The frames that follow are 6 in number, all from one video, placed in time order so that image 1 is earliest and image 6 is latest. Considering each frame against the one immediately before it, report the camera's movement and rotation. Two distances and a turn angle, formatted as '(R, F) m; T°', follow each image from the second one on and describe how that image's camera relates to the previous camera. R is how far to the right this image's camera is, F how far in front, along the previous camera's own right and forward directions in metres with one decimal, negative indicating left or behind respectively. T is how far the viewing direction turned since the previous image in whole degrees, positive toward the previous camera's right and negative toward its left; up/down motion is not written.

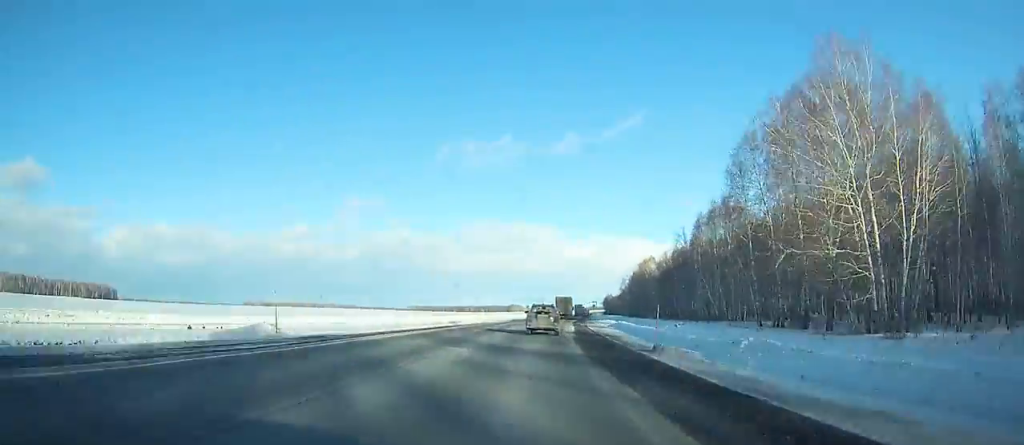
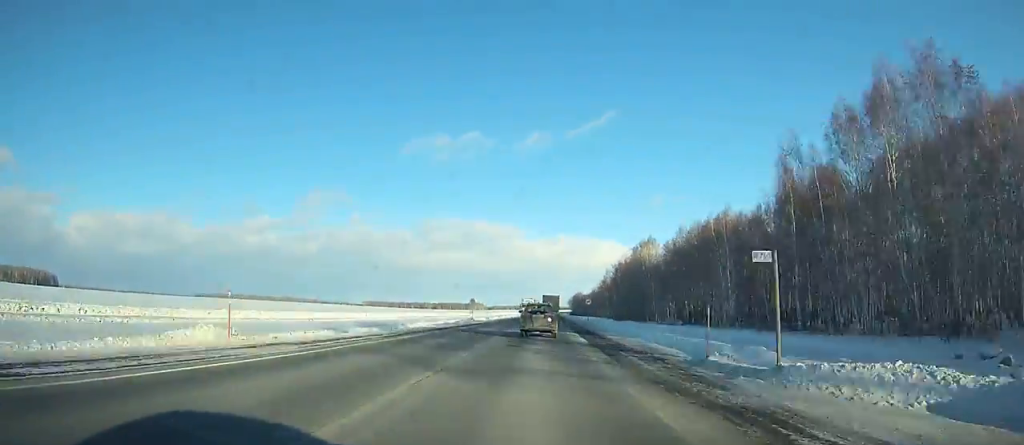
(+2.1, +52.7) m; +4°
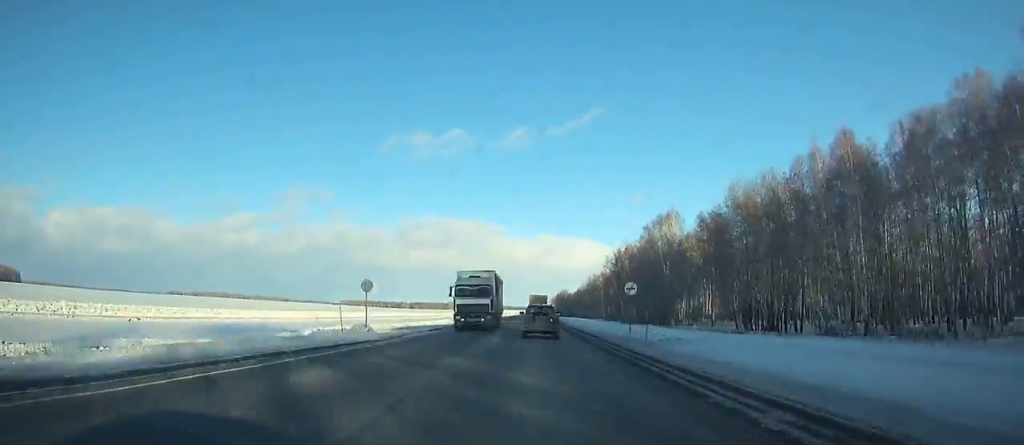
(+1.0, +40.6) m; +2°
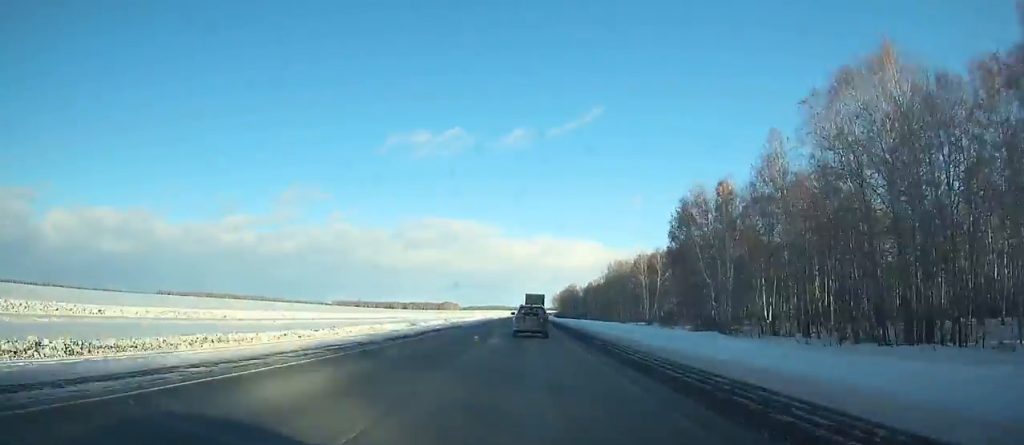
(+1.3, +69.4) m; +1°
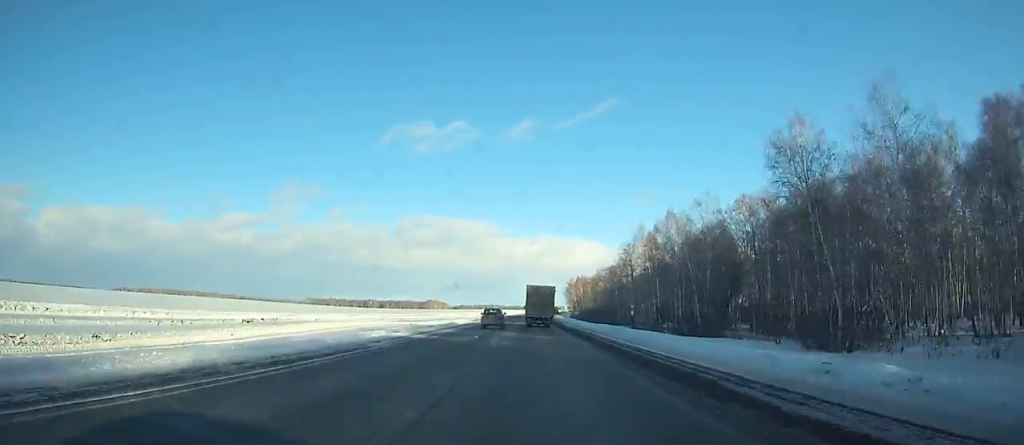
(-0.2, +201.7) m; 0°
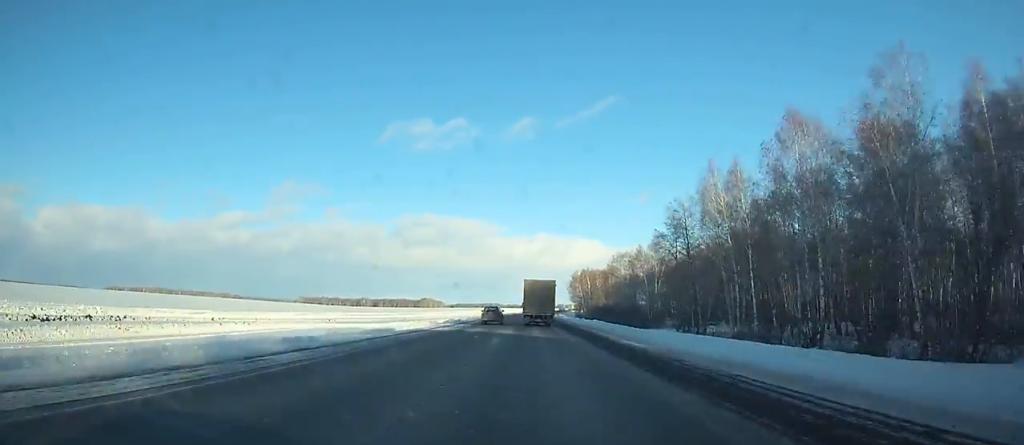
(-0.1, +34.7) m; 0°
